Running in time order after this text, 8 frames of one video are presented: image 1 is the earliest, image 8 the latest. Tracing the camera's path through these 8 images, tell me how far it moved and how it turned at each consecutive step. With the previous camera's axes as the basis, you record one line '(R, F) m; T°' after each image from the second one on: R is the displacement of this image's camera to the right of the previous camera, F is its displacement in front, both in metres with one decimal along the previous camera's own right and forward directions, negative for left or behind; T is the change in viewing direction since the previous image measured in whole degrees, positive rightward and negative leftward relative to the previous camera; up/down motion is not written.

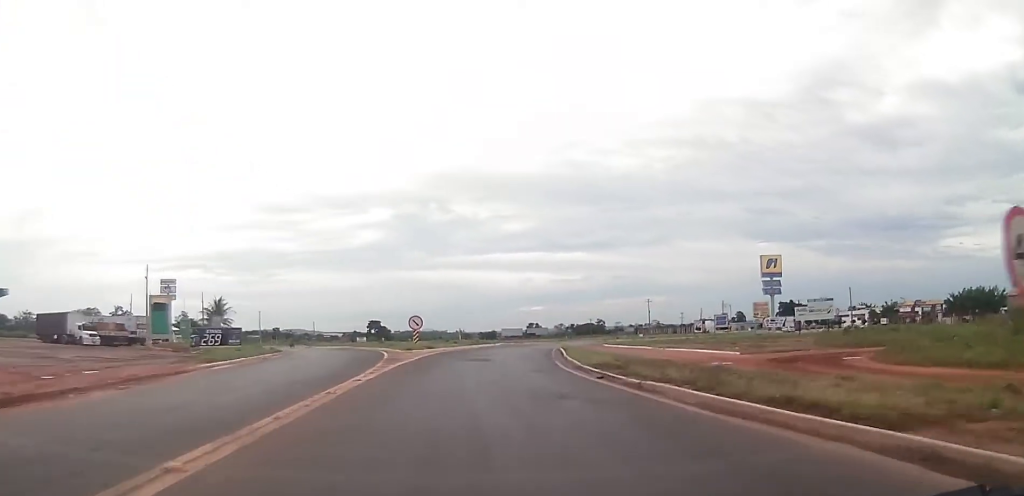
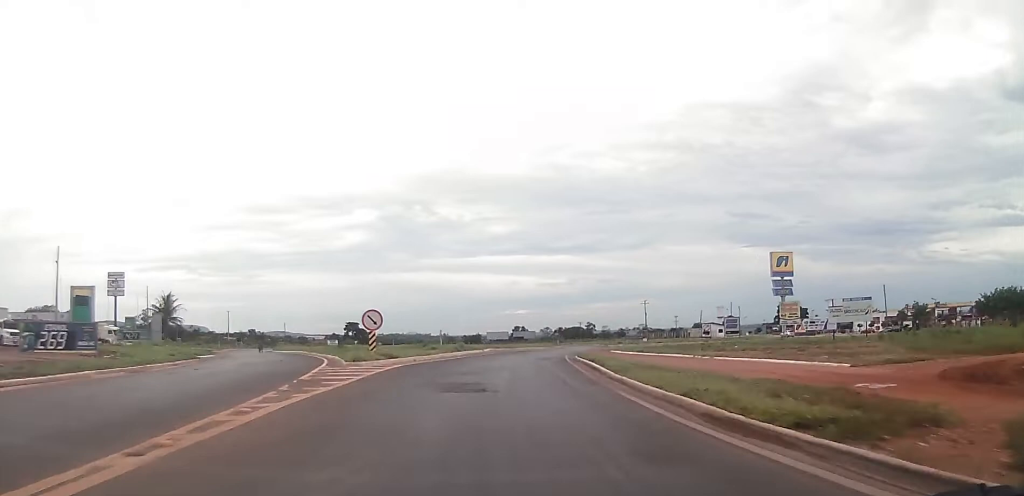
(-0.2, +14.7) m; 0°
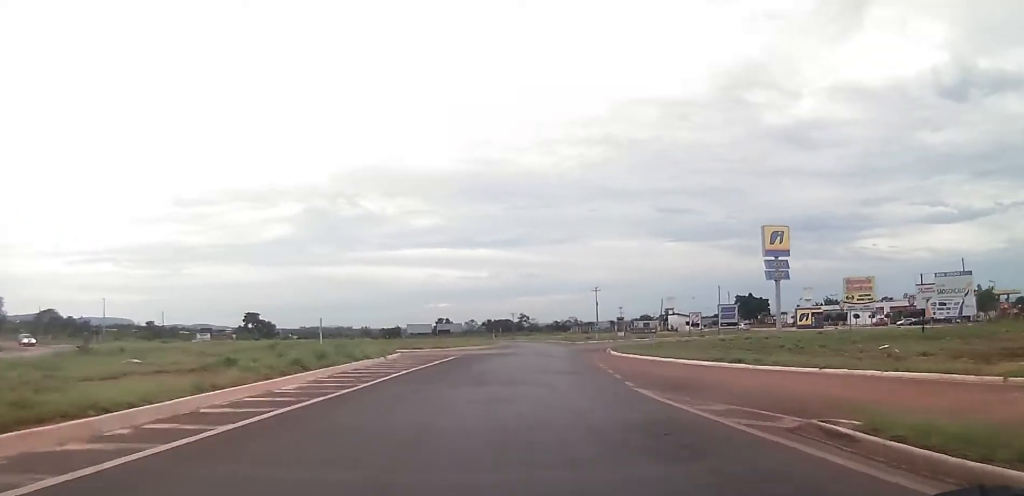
(+2.0, +33.0) m; +8°
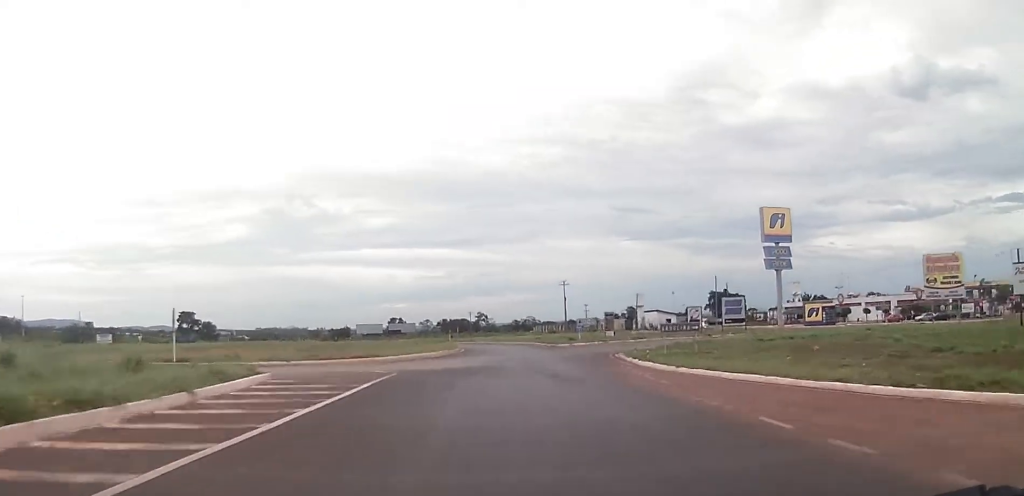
(+0.7, +18.2) m; +4°
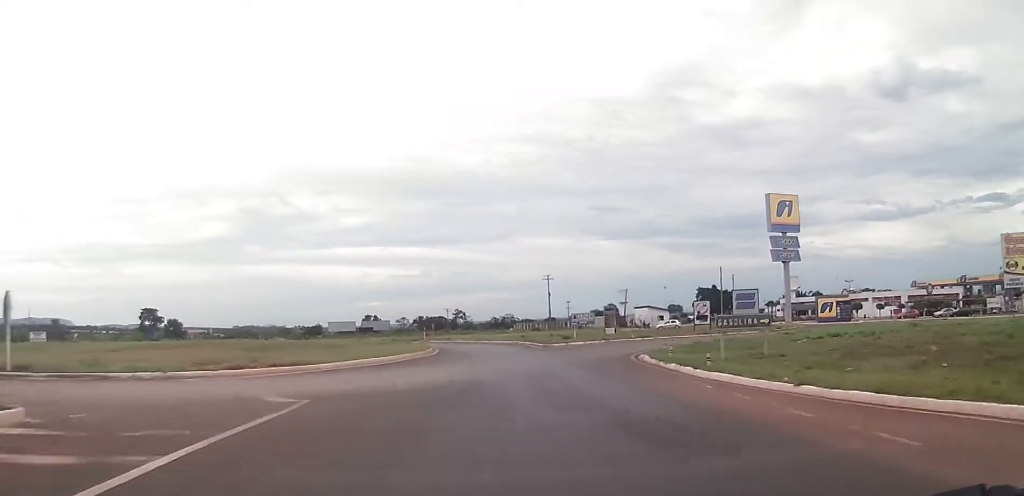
(+0.1, +10.4) m; +2°
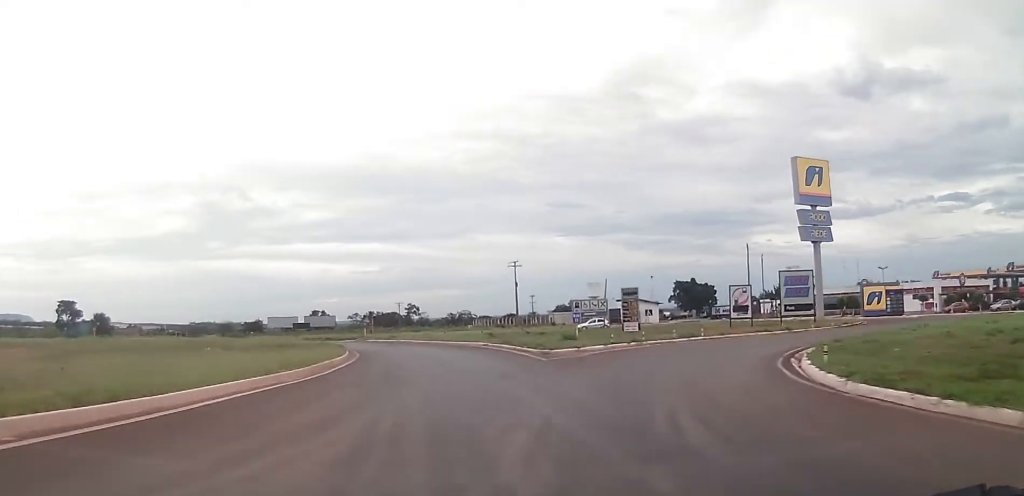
(+0.9, +21.3) m; +3°
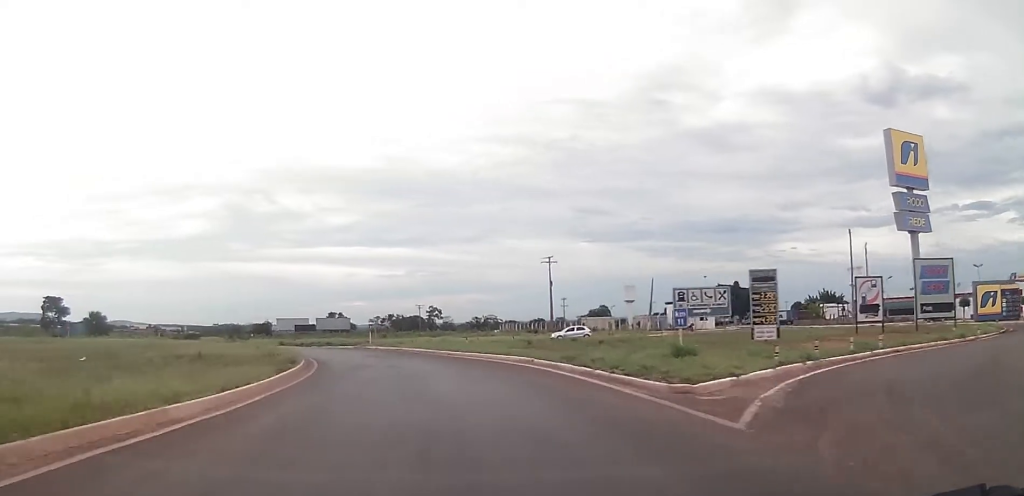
(-0.1, +15.6) m; -2°
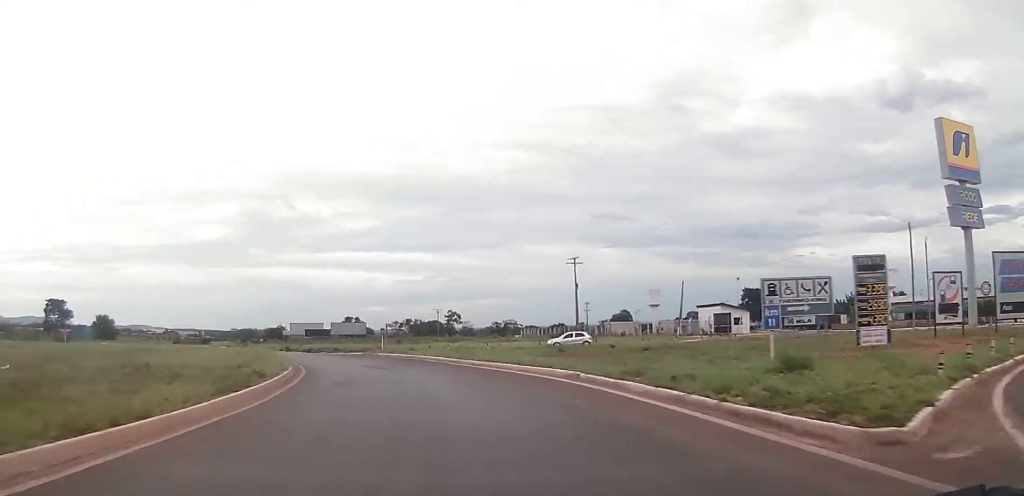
(-0.1, +5.8) m; -2°
